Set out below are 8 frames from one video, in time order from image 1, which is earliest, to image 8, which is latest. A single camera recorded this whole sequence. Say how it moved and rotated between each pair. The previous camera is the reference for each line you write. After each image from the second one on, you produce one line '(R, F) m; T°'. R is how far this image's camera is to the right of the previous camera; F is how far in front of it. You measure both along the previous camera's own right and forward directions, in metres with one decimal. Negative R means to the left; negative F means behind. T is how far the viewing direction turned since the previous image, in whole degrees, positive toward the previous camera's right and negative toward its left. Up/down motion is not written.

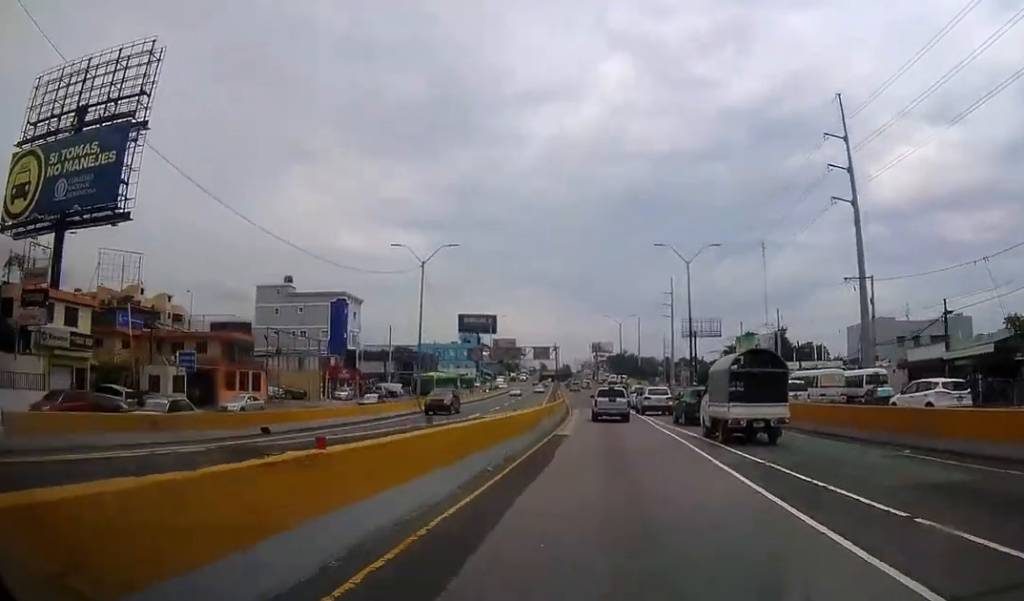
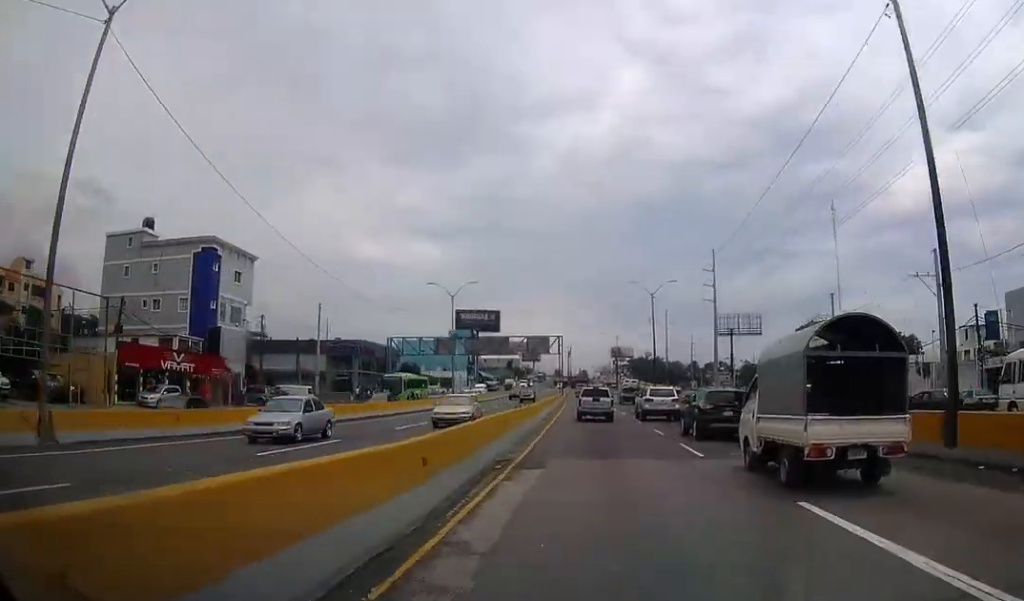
(-0.4, +38.8) m; -2°
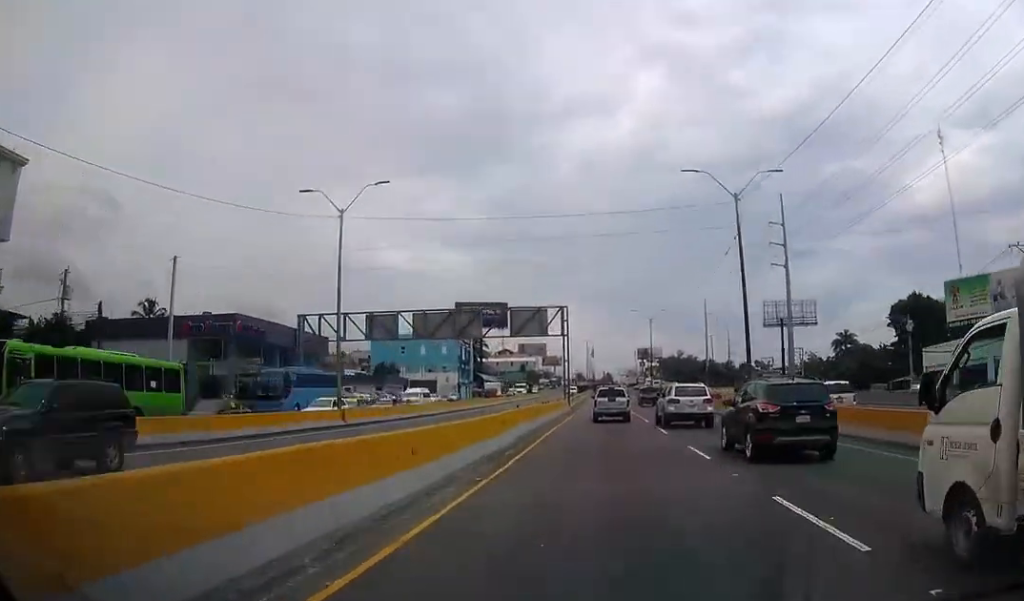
(-0.8, +36.6) m; -2°
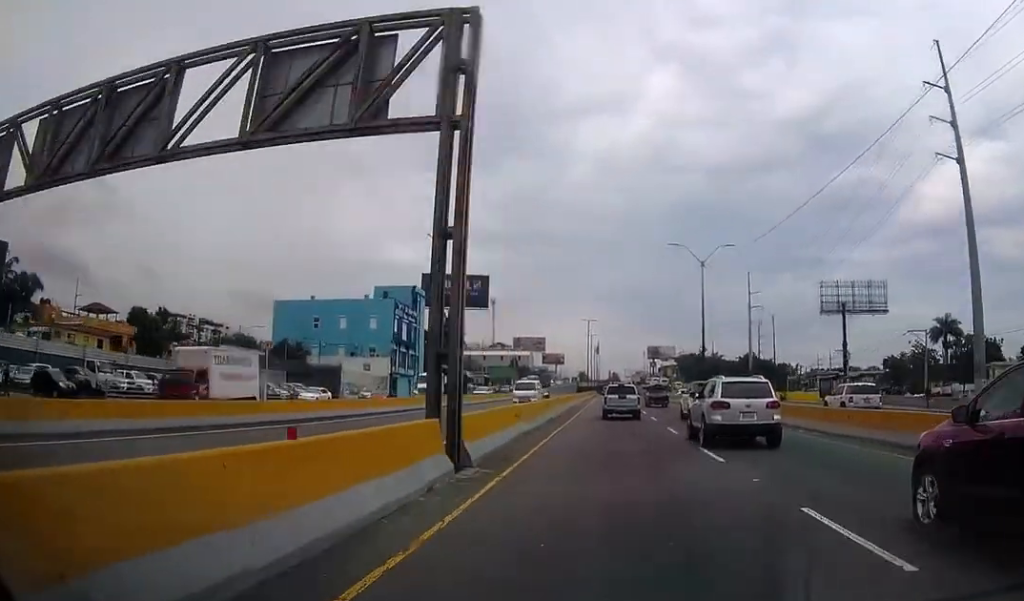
(-0.6, +44.6) m; -1°
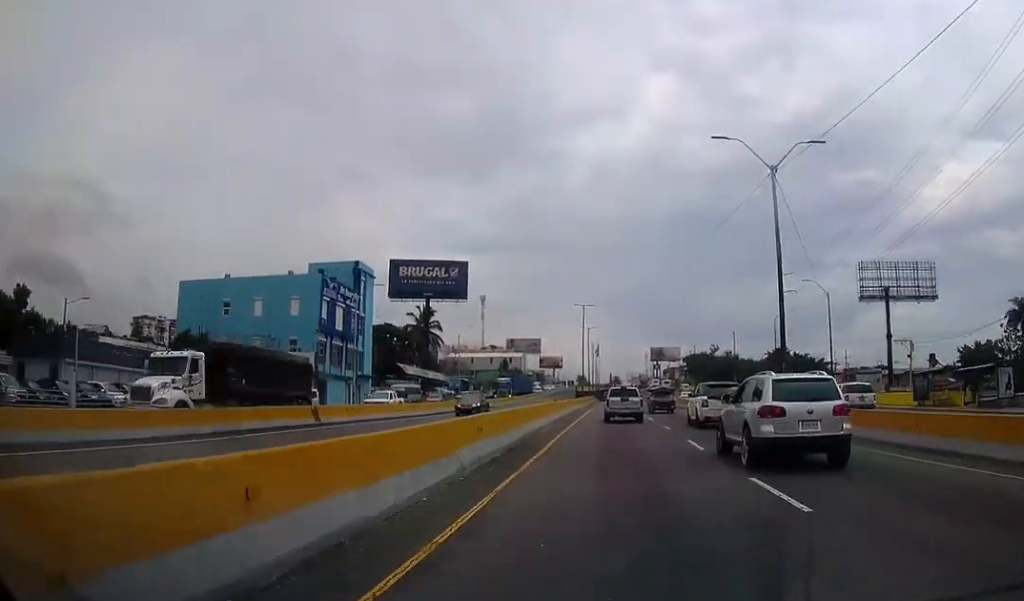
(-0.1, +24.0) m; 0°
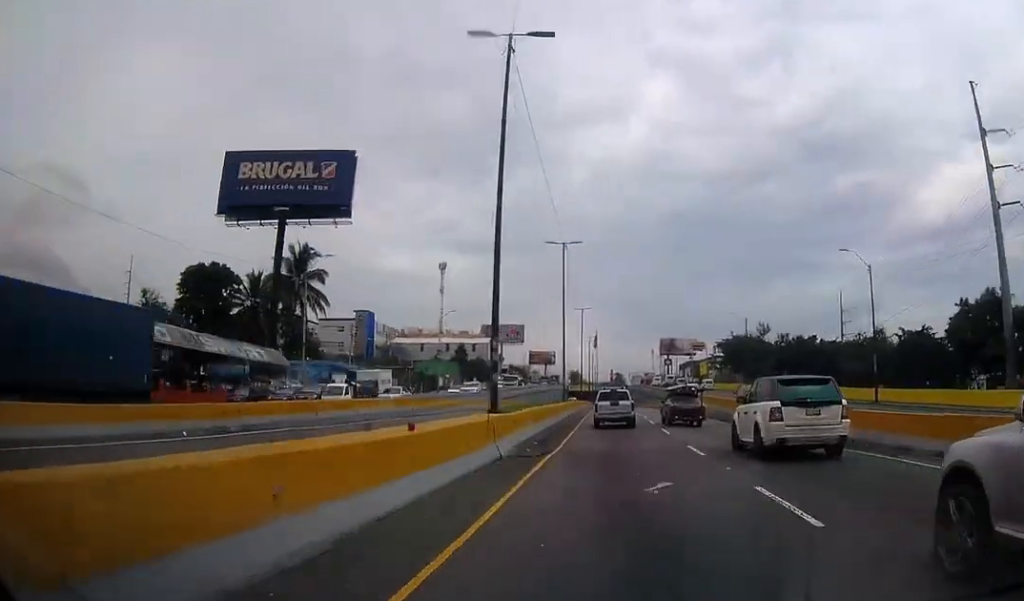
(0.0, +63.7) m; 0°
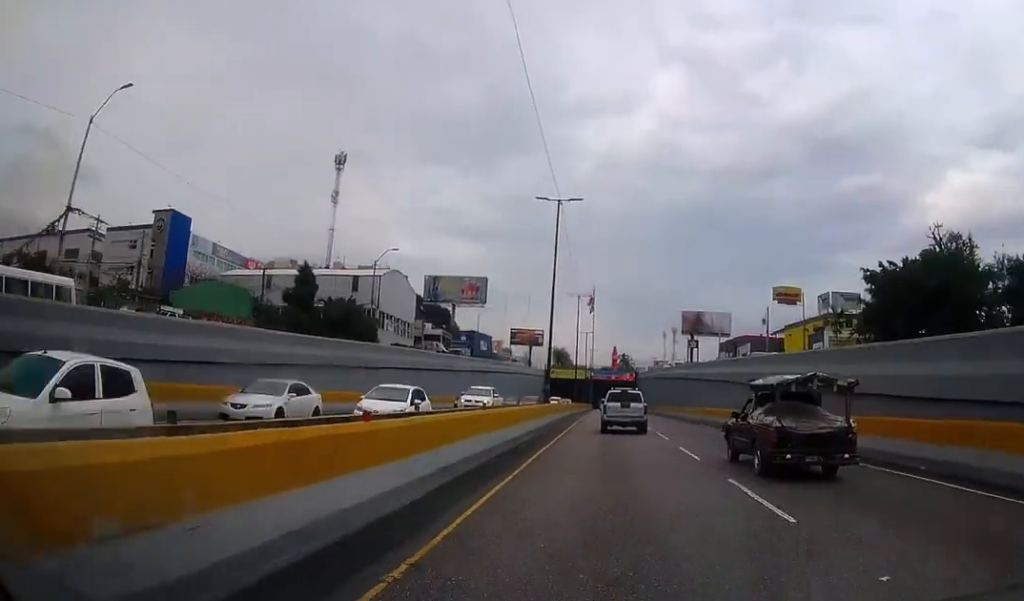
(+0.2, +81.3) m; 0°
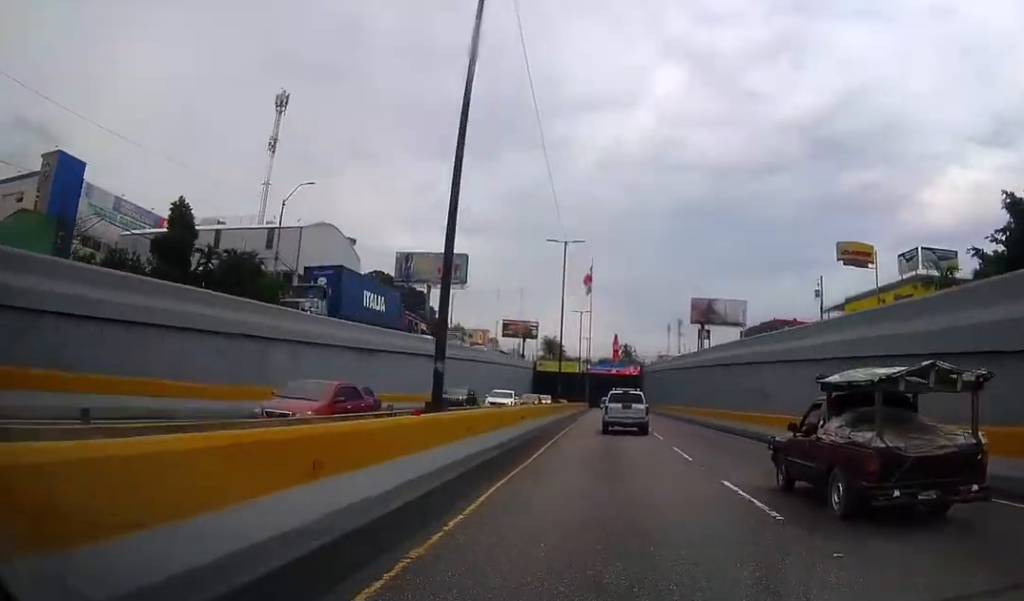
(0.0, +23.4) m; 0°
